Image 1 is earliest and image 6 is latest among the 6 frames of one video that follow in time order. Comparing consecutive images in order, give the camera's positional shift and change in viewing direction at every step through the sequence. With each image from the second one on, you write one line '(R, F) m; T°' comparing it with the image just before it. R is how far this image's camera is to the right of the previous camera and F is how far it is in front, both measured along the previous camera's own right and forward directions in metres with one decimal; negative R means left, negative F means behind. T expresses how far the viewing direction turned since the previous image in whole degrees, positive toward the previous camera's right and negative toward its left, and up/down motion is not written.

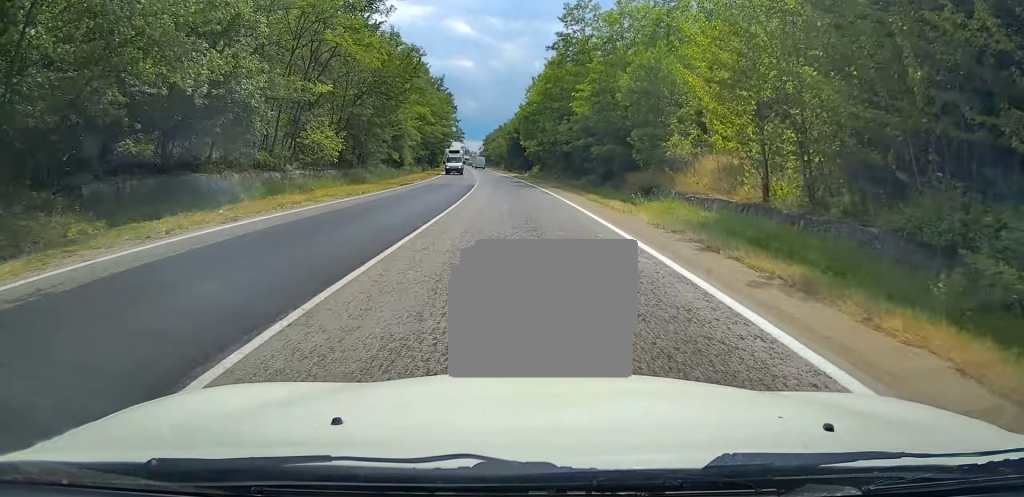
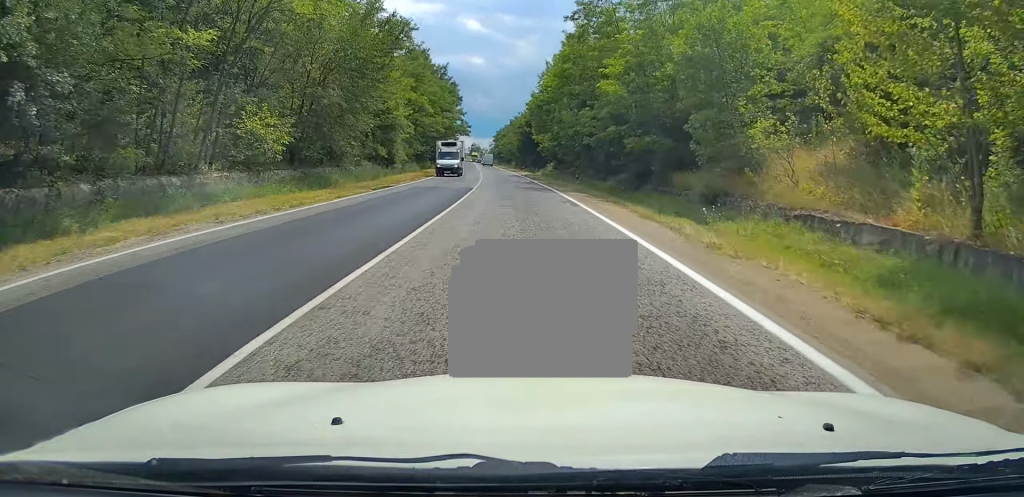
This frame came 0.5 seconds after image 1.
(-0.2, +10.0) m; -1°
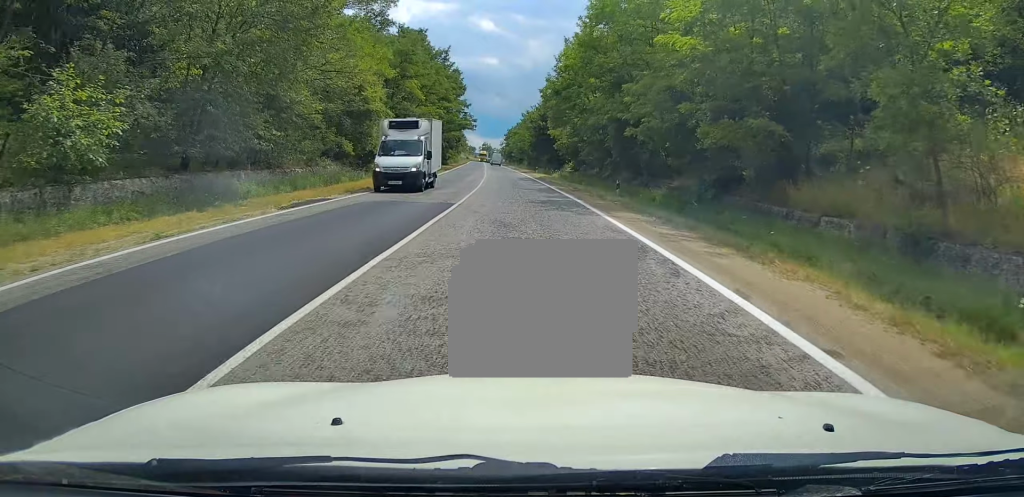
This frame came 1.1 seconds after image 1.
(-0.2, +12.8) m; -1°
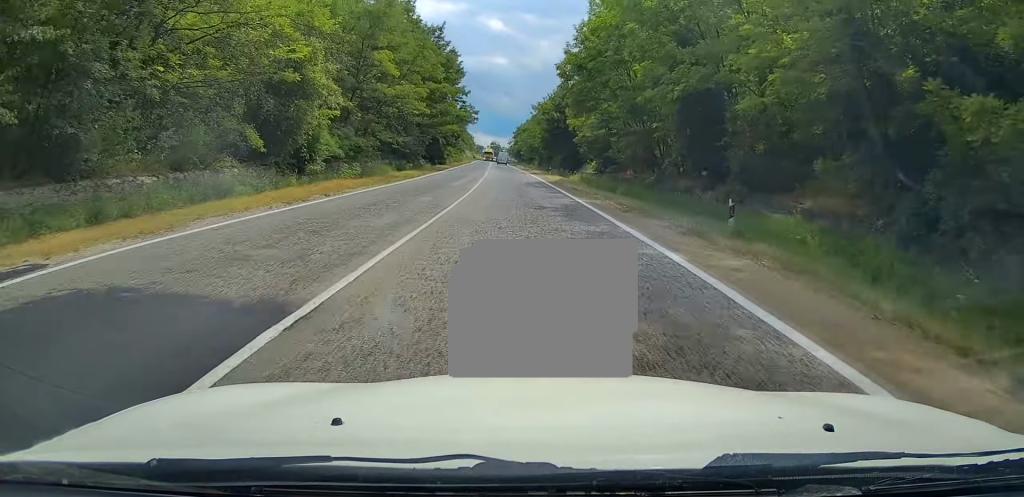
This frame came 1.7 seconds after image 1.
(-0.1, +14.2) m; 0°
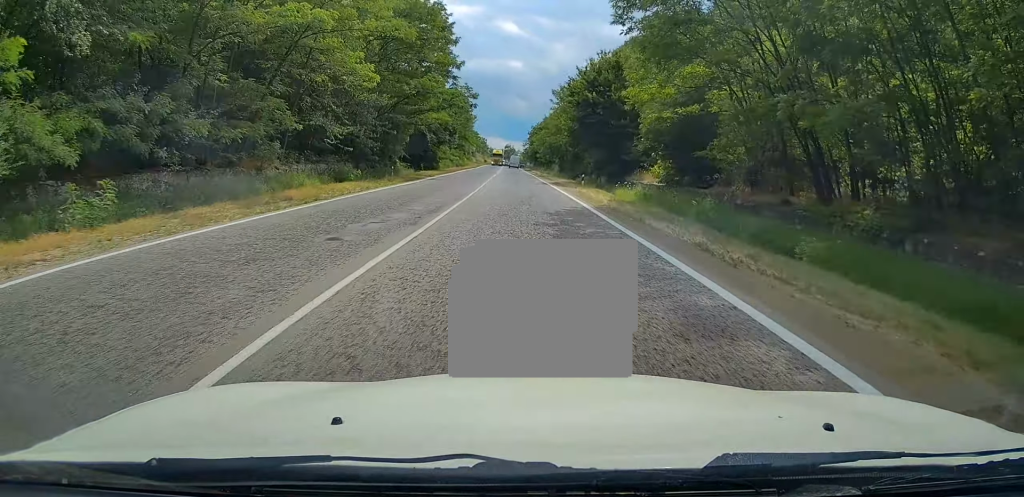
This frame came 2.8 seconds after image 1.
(0.0, +21.7) m; -1°
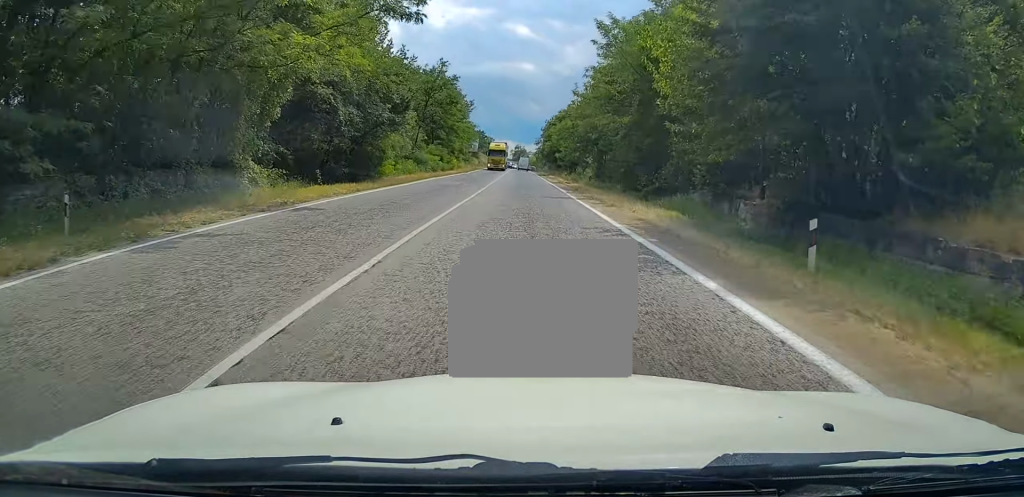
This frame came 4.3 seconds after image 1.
(-0.7, +31.6) m; -1°
